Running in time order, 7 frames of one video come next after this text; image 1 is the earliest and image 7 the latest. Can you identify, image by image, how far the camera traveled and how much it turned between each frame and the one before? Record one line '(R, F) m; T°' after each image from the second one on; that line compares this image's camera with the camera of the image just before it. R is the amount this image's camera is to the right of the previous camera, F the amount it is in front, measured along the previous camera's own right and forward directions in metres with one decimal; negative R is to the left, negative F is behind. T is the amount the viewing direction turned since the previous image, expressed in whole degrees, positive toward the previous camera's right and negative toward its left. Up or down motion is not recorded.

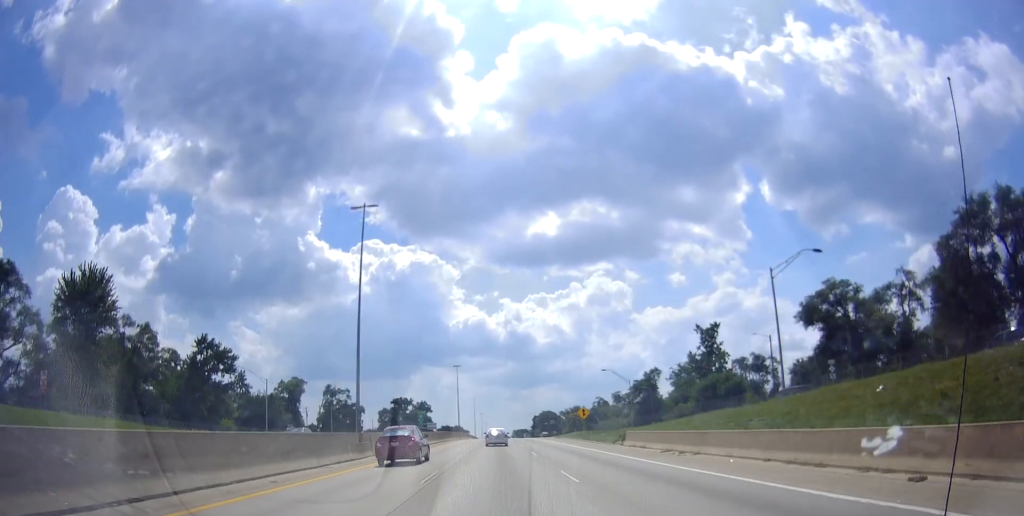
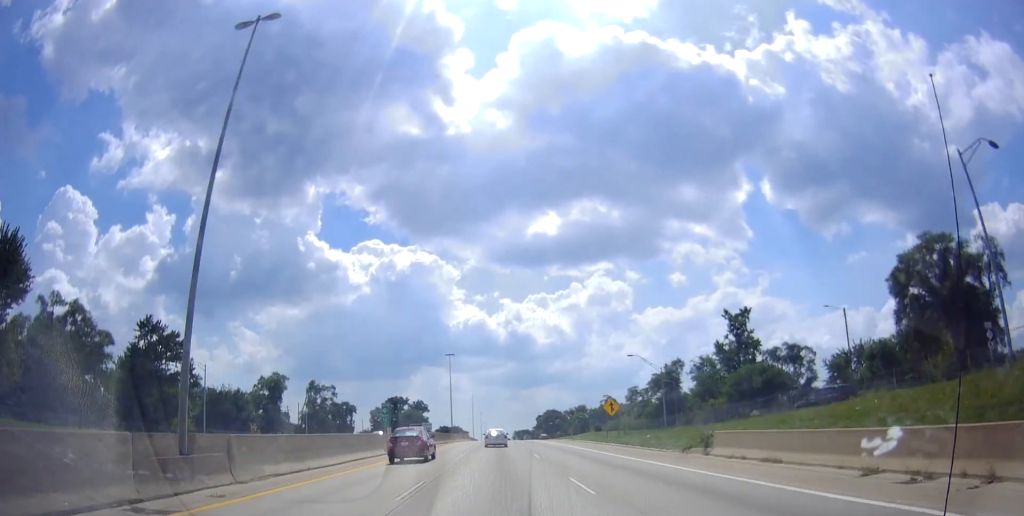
(0.0, +17.9) m; 0°
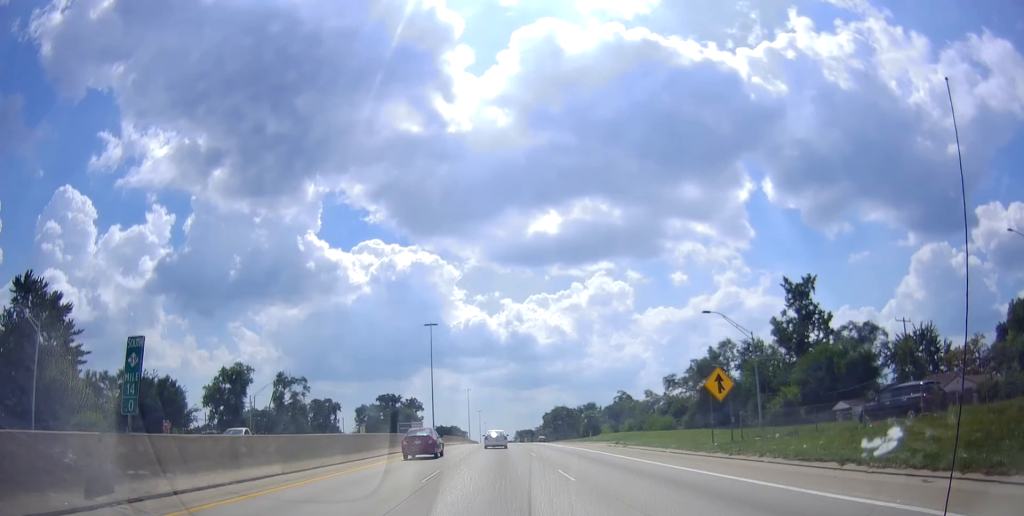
(+0.2, +27.3) m; 0°
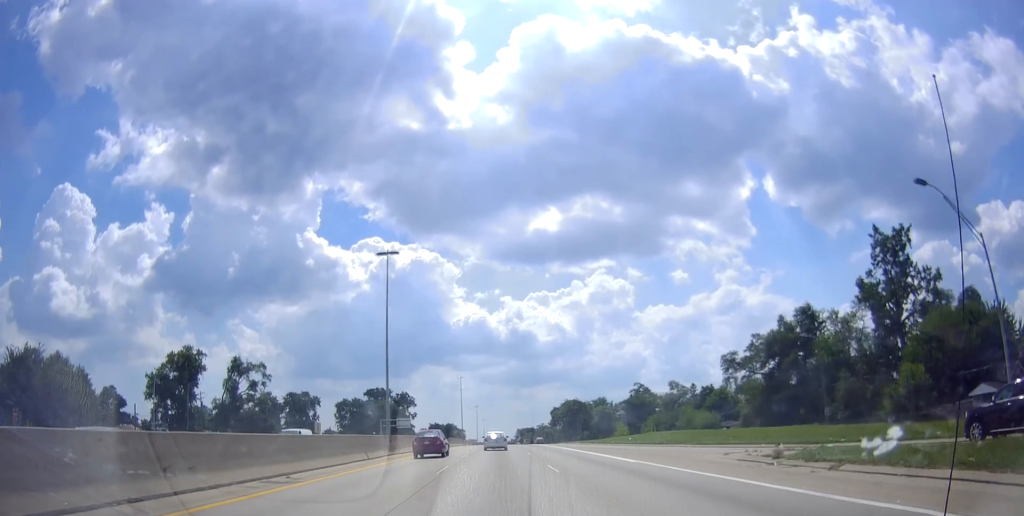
(-0.4, +27.3) m; +1°
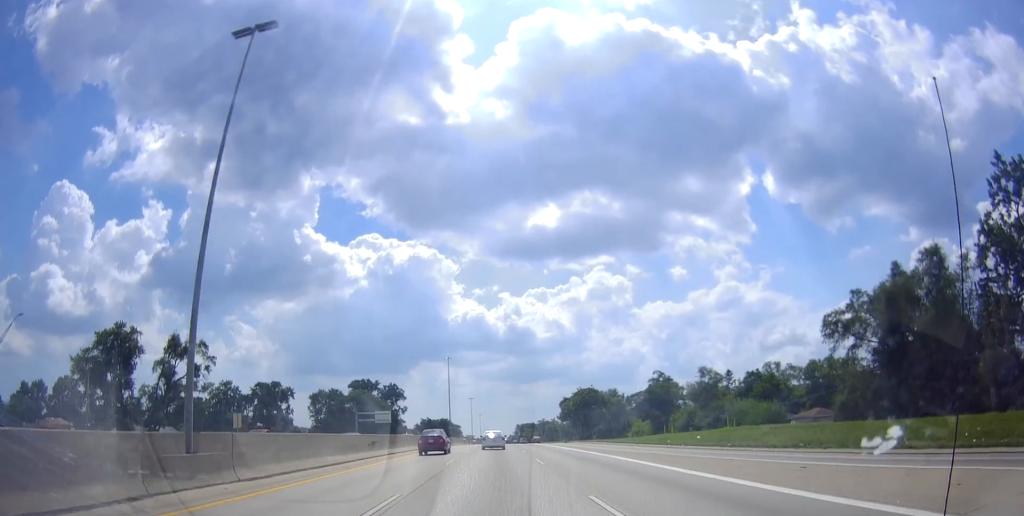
(+0.7, +26.2) m; 0°
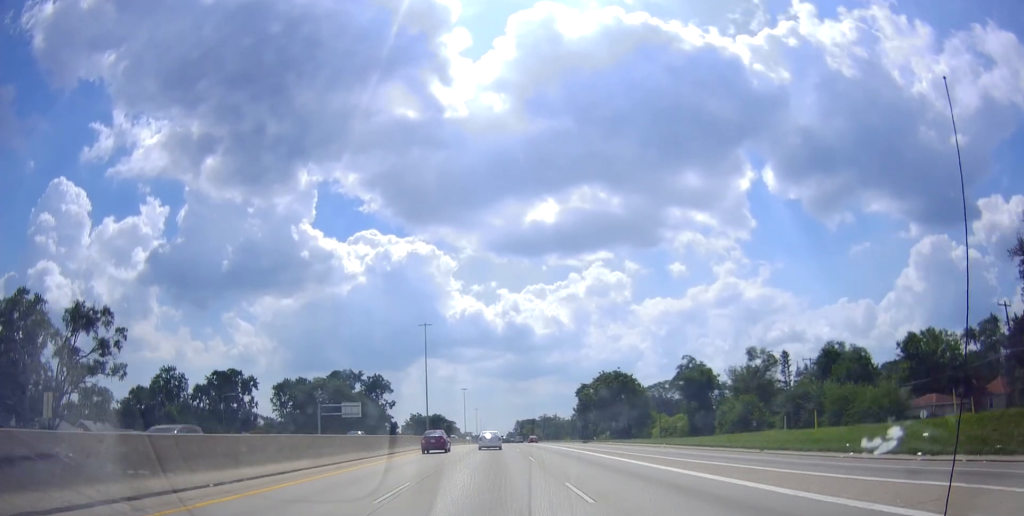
(-0.5, +28.3) m; 0°
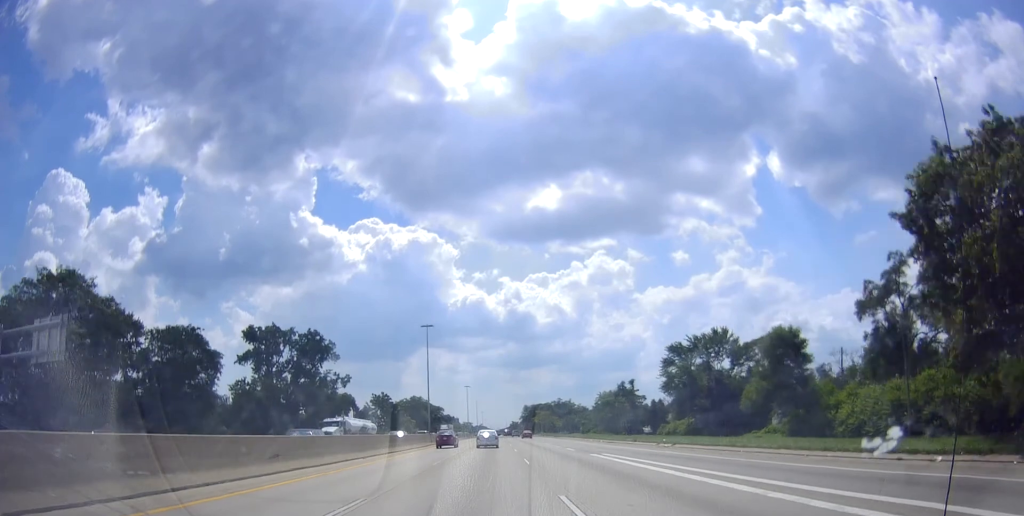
(+0.9, +78.8) m; +1°
